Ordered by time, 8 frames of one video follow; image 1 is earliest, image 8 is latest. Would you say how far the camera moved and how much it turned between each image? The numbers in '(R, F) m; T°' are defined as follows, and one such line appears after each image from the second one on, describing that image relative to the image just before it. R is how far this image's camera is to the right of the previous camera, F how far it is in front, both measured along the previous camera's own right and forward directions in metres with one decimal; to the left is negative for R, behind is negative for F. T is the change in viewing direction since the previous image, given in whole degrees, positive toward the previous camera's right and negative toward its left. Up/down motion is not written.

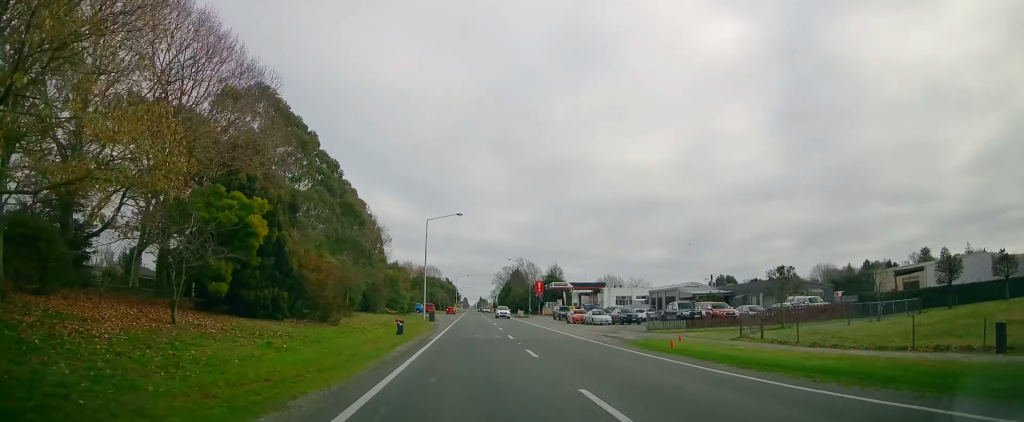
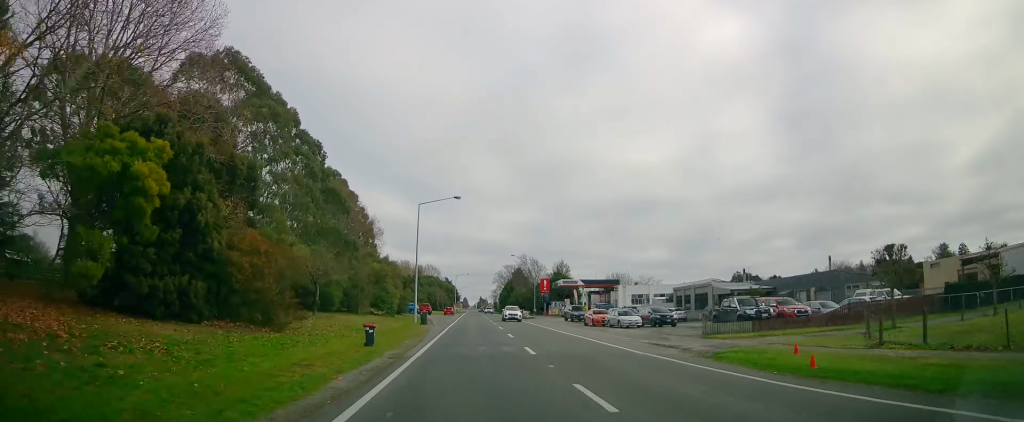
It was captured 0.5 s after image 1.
(+0.4, +9.1) m; 0°
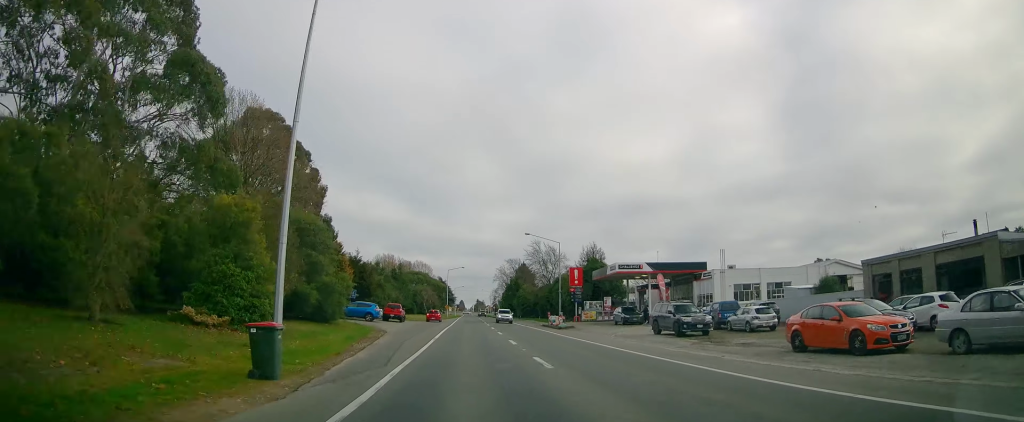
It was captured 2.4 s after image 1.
(-0.2, +33.8) m; +1°
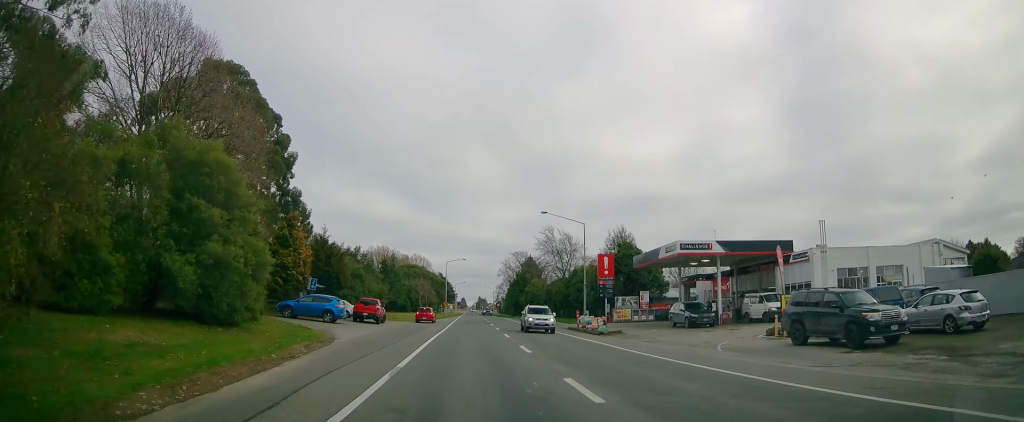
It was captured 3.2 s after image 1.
(-0.1, +15.1) m; 0°
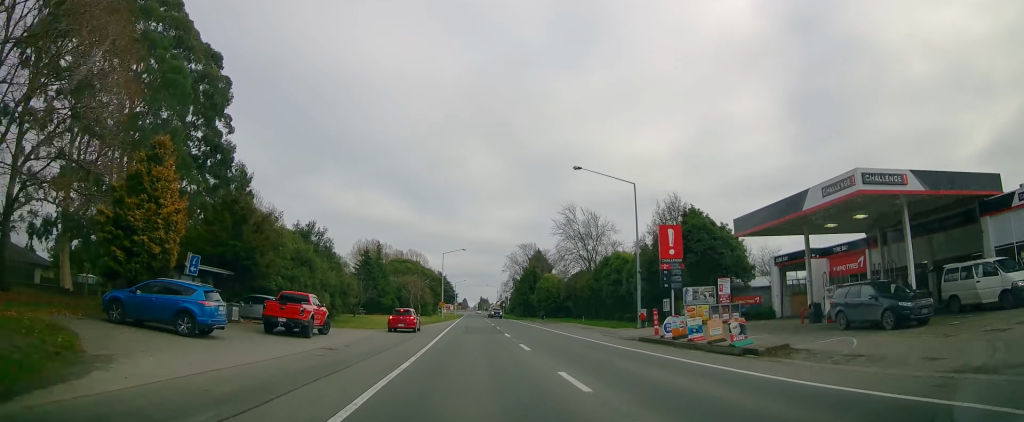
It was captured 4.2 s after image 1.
(+0.2, +18.5) m; +1°
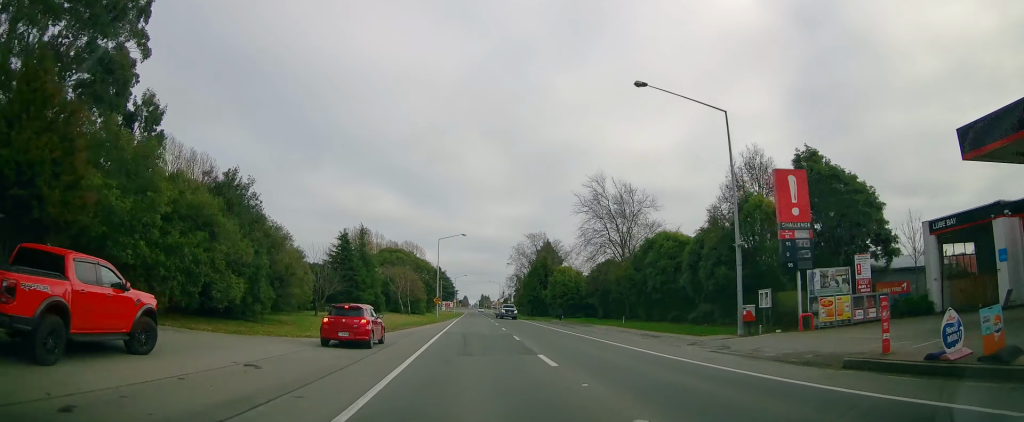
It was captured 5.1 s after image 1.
(+0.1, +15.4) m; -1°
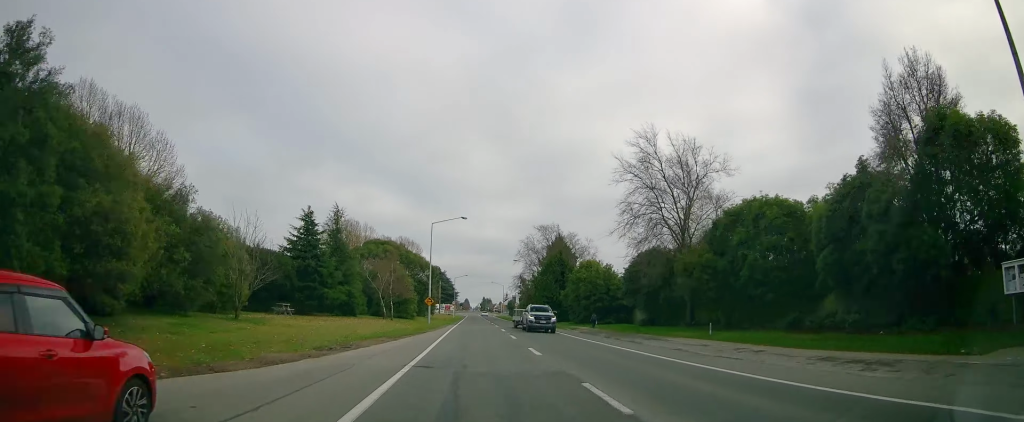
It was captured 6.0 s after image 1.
(-0.3, +16.0) m; -1°
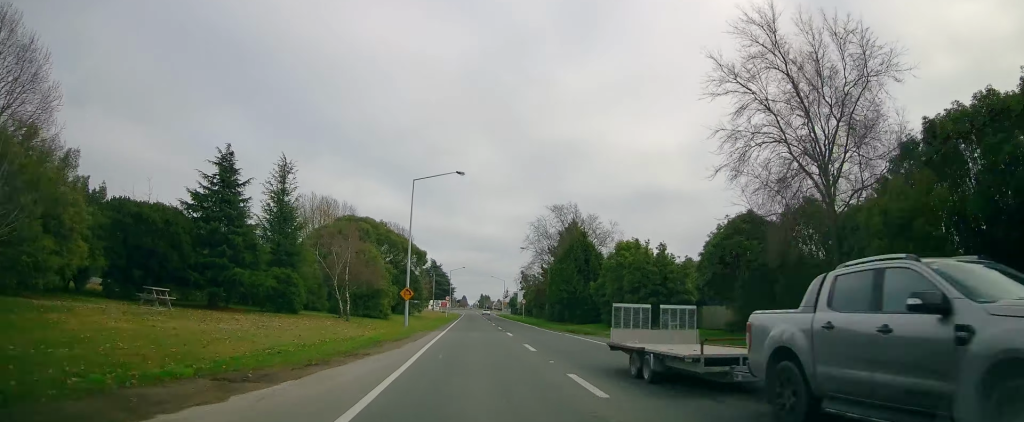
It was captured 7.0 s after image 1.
(-0.1, +18.3) m; +1°
